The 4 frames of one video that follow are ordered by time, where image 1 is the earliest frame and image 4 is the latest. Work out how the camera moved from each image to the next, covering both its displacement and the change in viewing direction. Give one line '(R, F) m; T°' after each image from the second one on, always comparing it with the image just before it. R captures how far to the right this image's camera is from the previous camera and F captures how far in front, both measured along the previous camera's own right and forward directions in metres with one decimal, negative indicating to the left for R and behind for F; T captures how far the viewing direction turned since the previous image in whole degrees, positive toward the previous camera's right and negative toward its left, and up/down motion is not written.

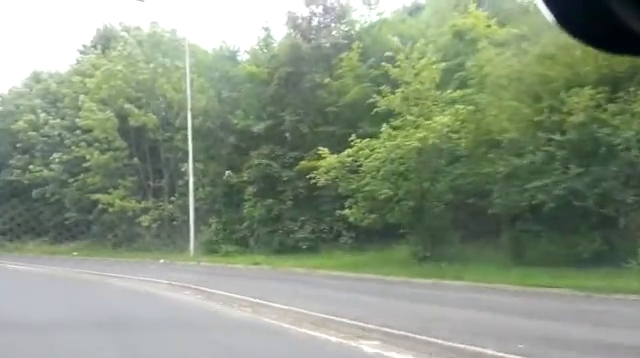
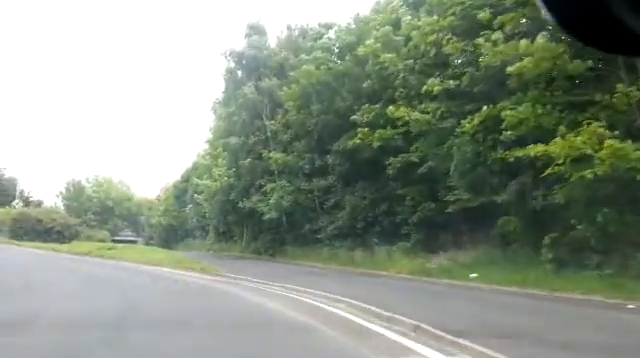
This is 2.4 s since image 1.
(-1.7, +18.5) m; -6°
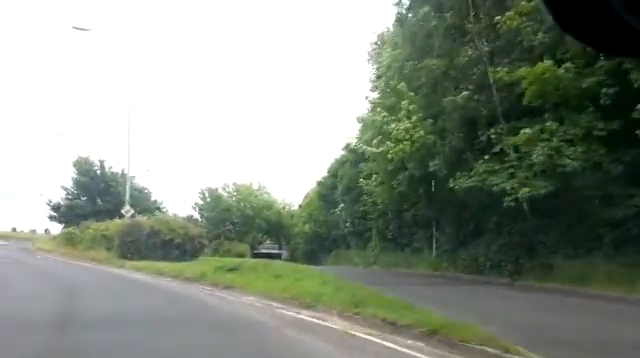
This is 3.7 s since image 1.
(-1.5, +11.5) m; -22°
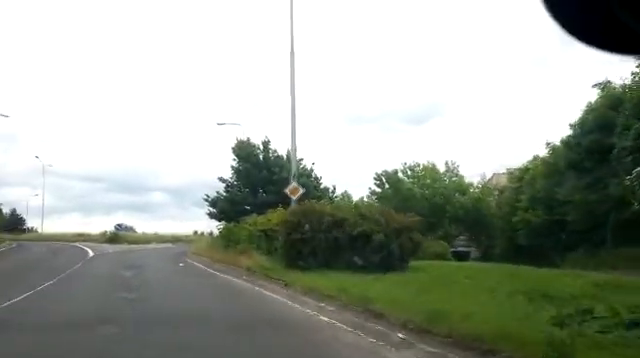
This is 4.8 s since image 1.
(-2.7, +11.3) m; -19°
